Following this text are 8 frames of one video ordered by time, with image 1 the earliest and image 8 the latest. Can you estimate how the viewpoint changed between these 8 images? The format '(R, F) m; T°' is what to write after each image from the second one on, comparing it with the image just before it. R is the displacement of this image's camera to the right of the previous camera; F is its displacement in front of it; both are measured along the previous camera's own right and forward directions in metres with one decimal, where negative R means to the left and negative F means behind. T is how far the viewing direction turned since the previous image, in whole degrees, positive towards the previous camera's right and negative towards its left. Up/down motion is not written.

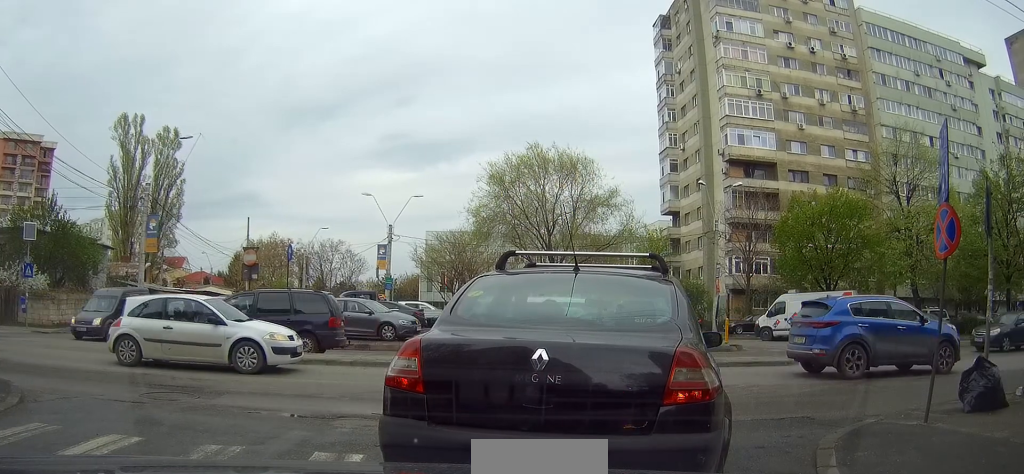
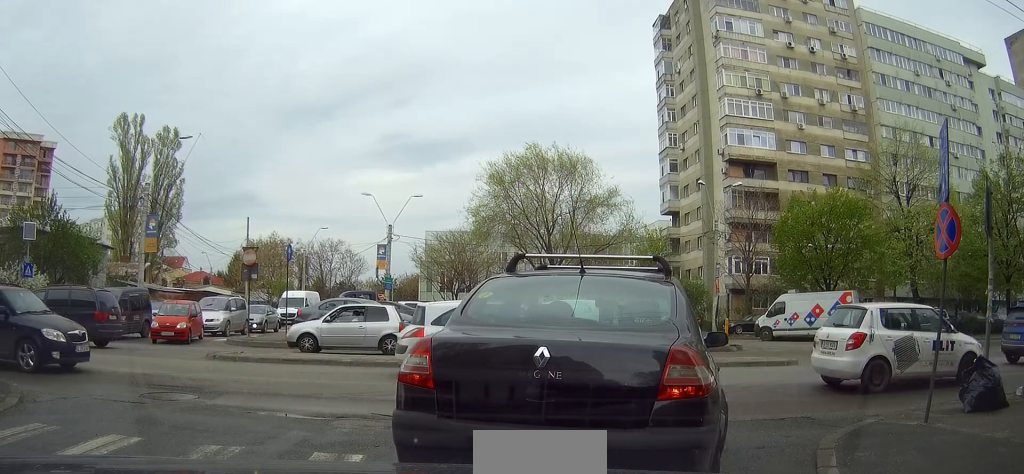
(-0.1, +0.1) m; 0°
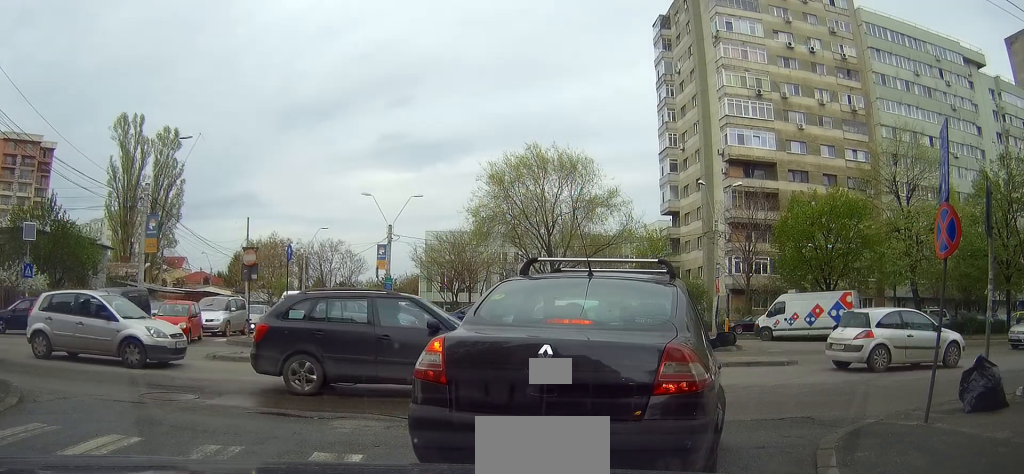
(-0.1, 0.0) m; 0°
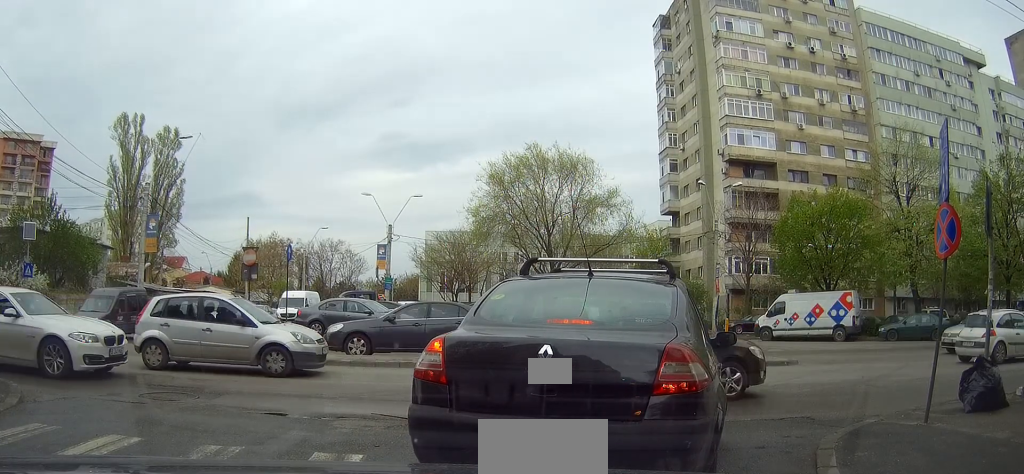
(0.0, 0.0) m; 0°
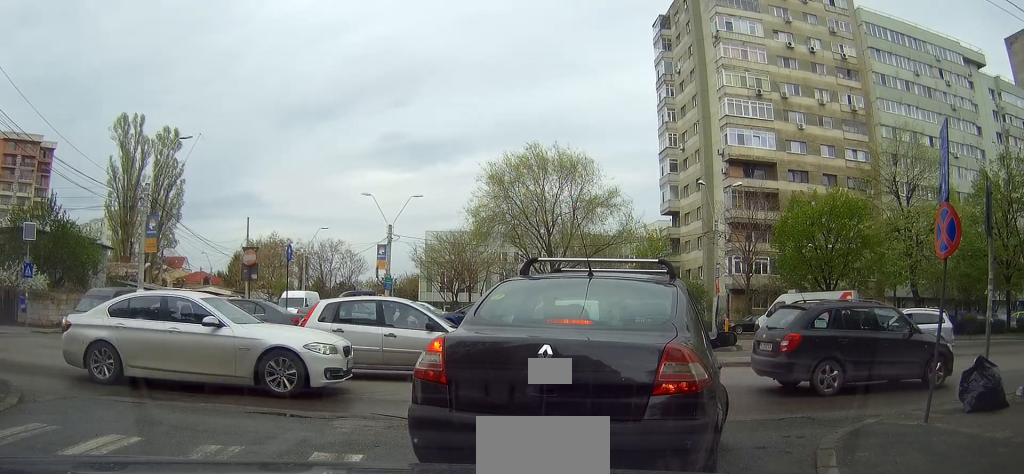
(0.0, 0.0) m; 0°
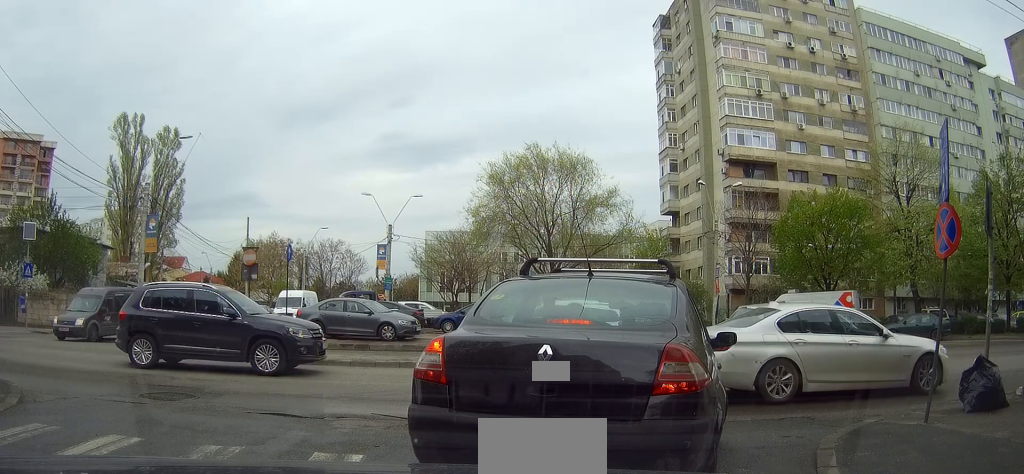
(0.0, 0.0) m; 0°
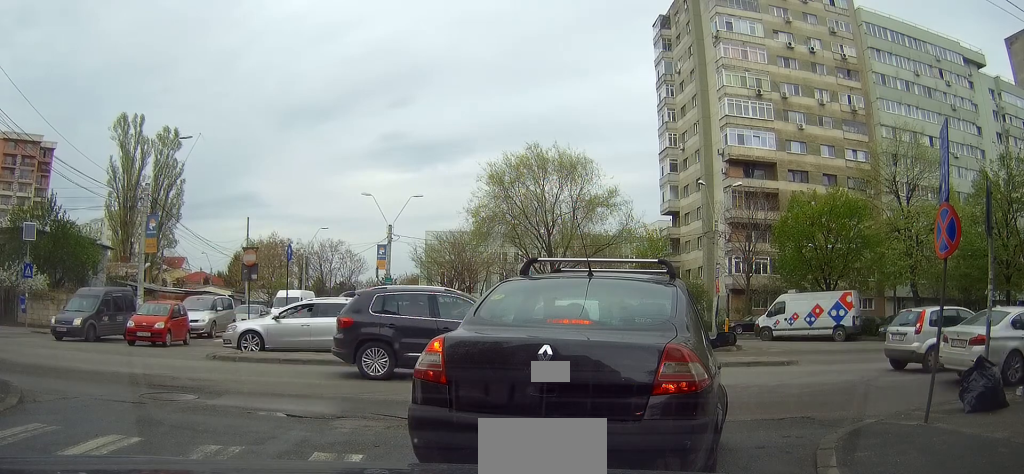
(0.0, 0.0) m; 0°
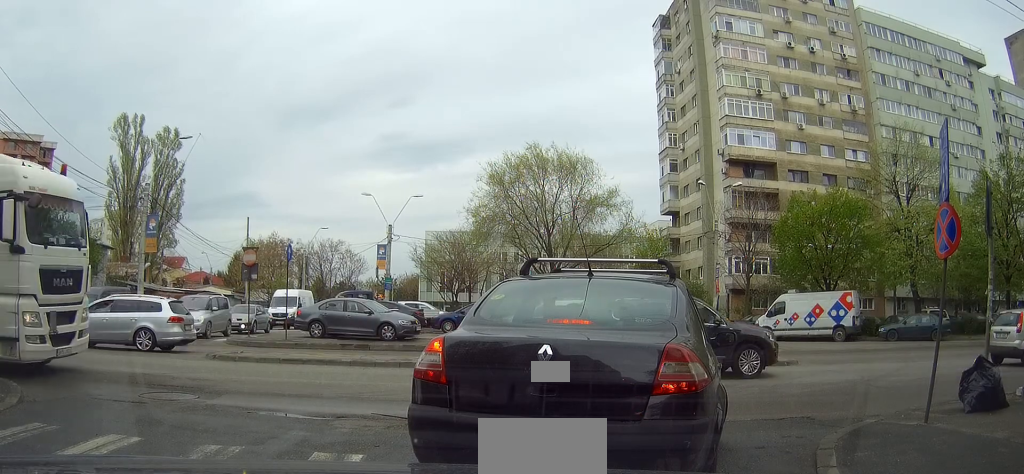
(0.0, 0.0) m; 0°
